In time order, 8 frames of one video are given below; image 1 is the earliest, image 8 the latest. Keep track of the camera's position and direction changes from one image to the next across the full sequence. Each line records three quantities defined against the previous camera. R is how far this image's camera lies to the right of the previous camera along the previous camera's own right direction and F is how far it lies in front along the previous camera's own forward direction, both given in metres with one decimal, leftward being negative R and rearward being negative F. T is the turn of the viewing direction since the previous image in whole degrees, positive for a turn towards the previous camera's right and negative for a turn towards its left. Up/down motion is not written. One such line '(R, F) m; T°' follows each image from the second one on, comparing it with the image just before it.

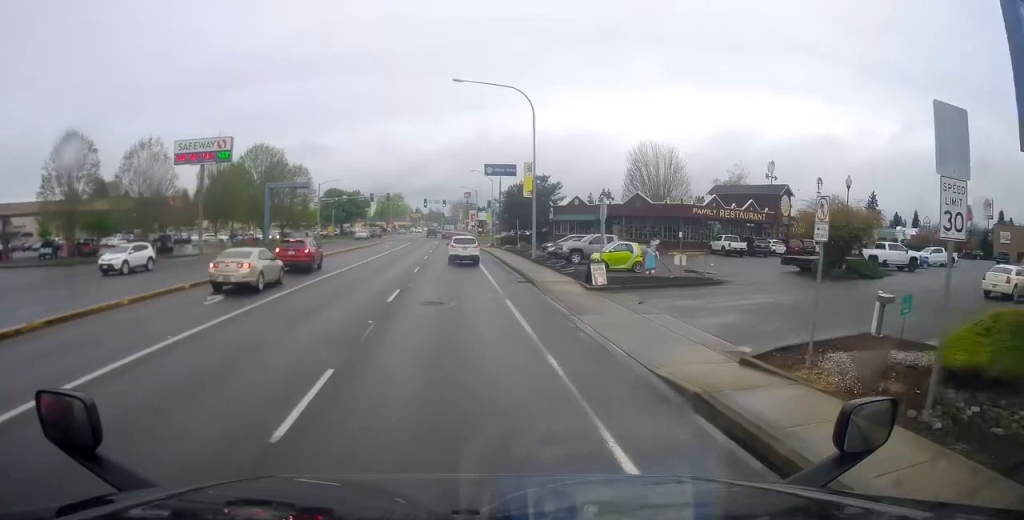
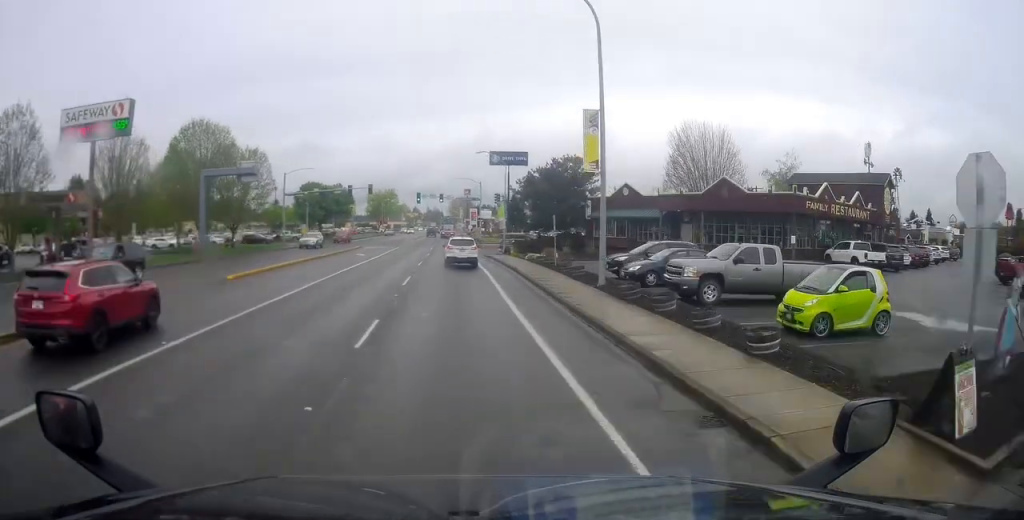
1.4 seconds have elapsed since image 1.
(-1.4, +20.2) m; -4°
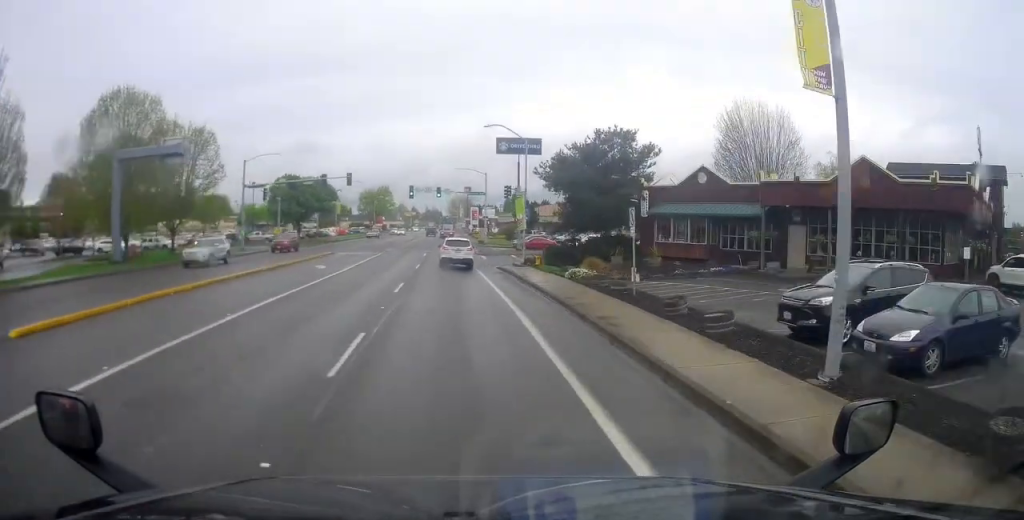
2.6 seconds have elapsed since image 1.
(+0.2, +15.8) m; 0°
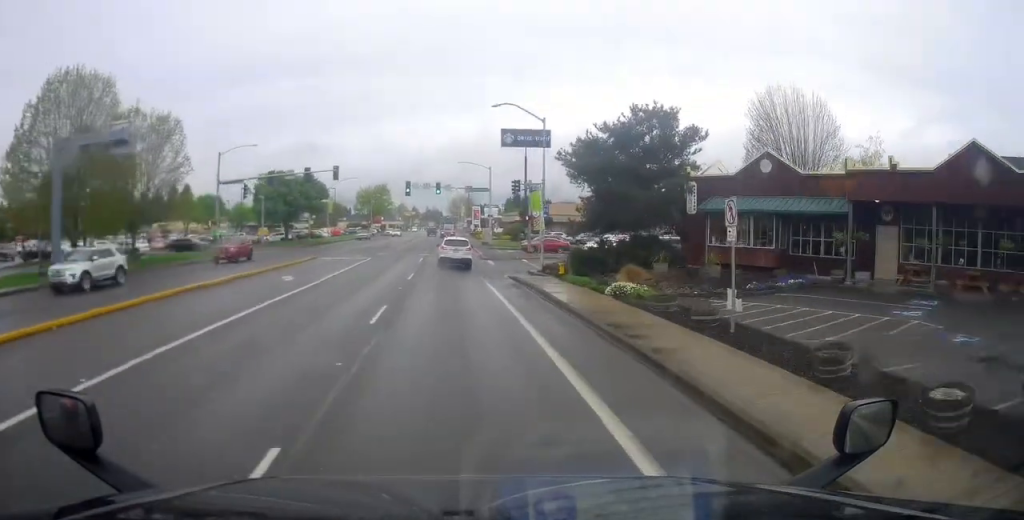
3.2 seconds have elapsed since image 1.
(+0.2, +7.4) m; -1°
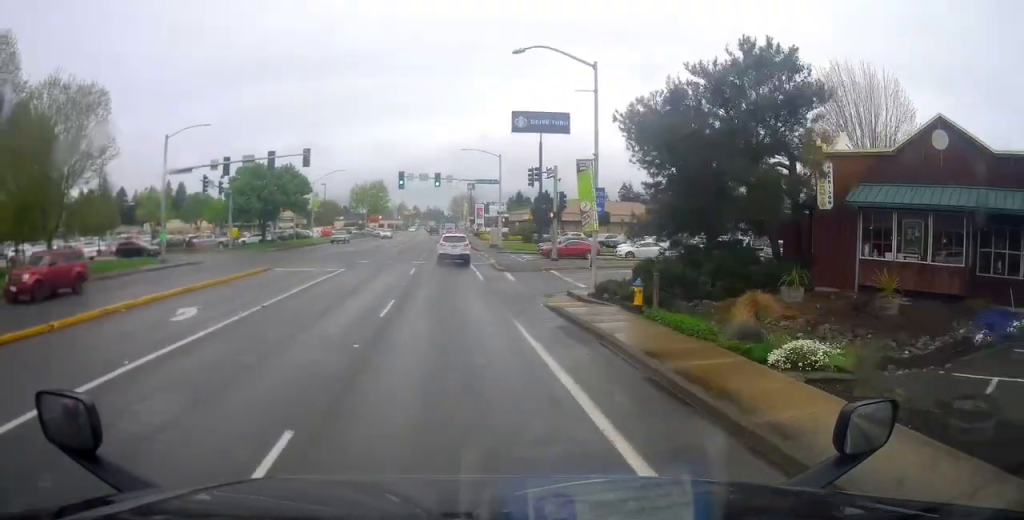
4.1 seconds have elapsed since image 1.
(-0.6, +11.1) m; -3°
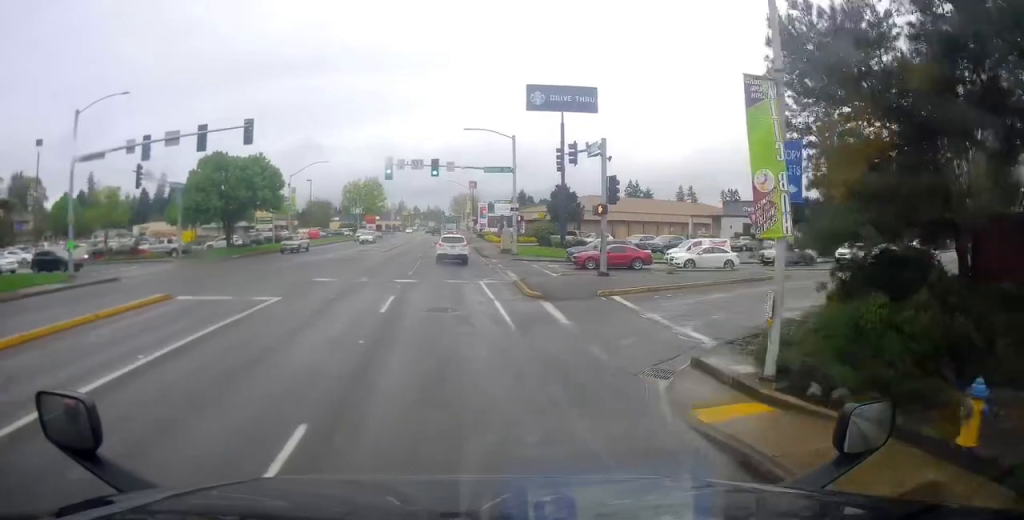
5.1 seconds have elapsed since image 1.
(0.0, +12.4) m; 0°
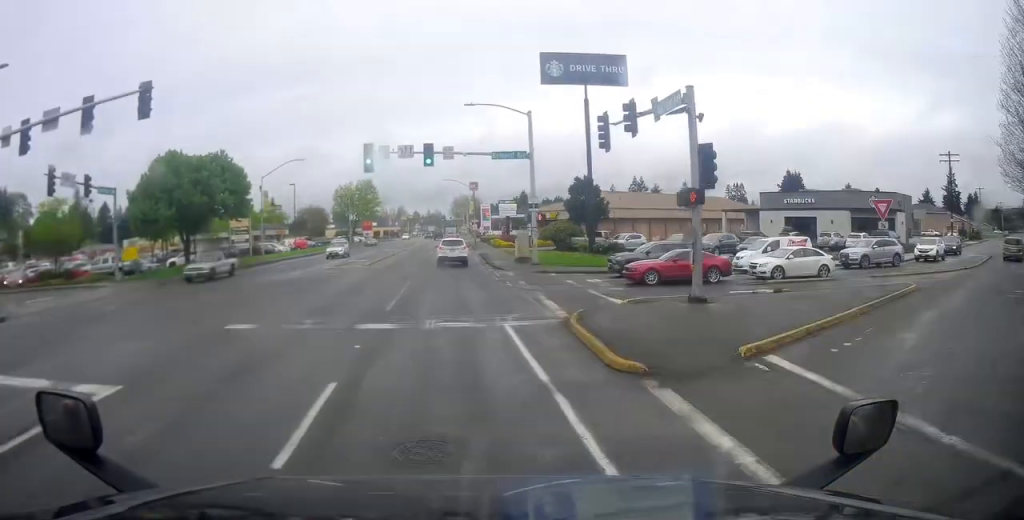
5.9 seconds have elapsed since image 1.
(-0.1, +10.6) m; -8°
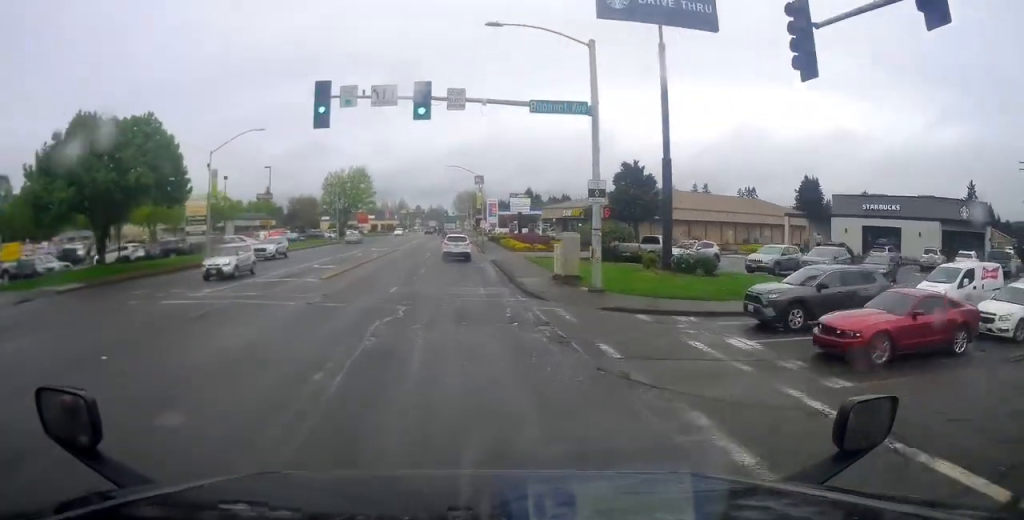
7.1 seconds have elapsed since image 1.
(-2.1, +14.2) m; -14°
